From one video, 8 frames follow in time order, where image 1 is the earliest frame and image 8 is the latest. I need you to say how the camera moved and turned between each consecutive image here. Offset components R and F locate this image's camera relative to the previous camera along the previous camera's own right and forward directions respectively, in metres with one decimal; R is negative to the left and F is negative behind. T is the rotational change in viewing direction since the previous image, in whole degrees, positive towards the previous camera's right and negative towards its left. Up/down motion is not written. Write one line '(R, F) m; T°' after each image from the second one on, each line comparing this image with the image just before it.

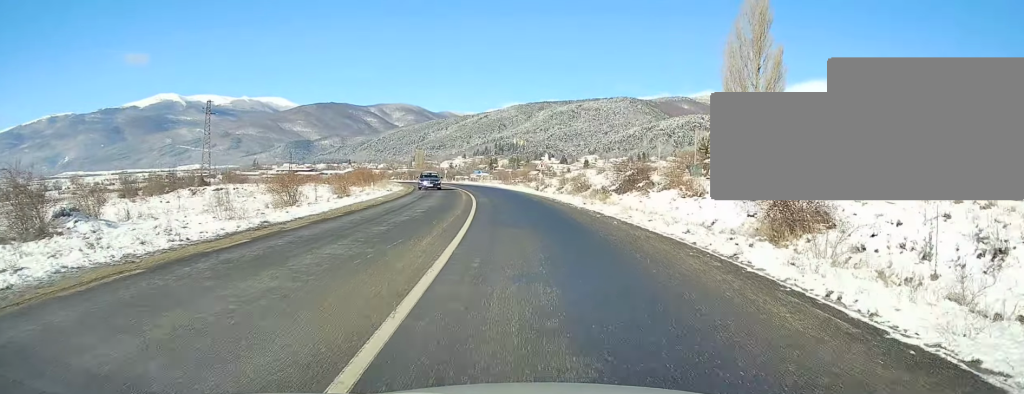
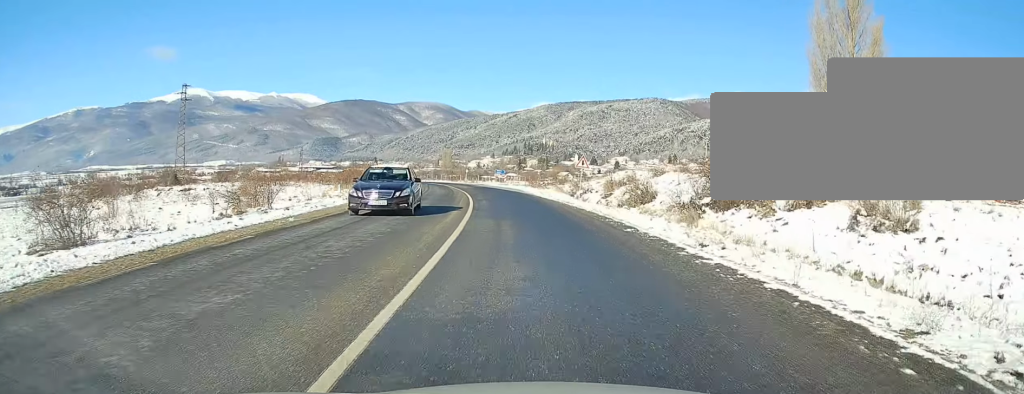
(-0.3, +15.7) m; -3°
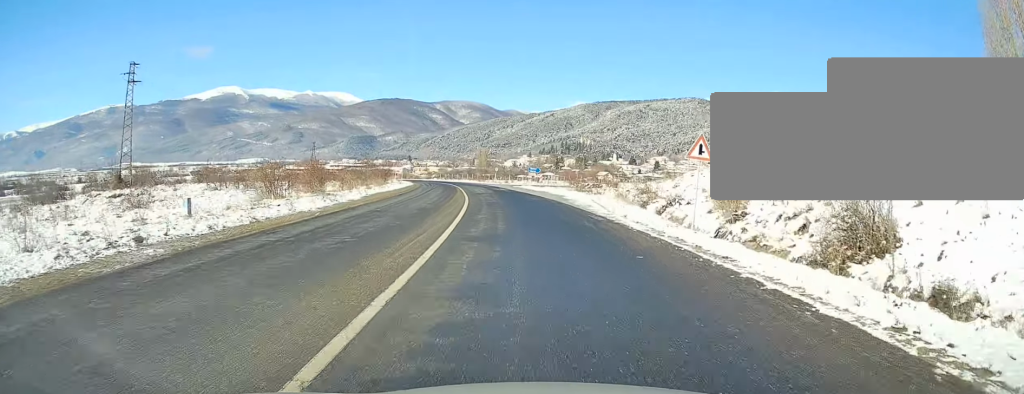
(-0.7, +19.4) m; -4°
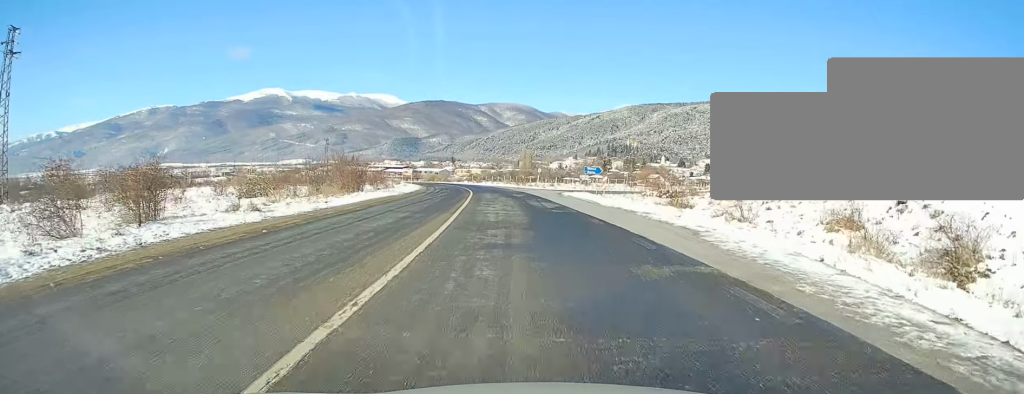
(-0.8, +24.5) m; -3°
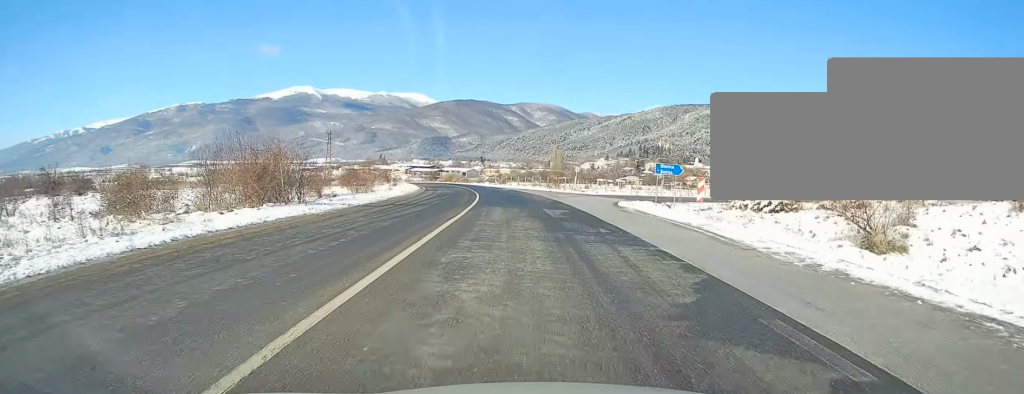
(-0.3, +19.3) m; -3°
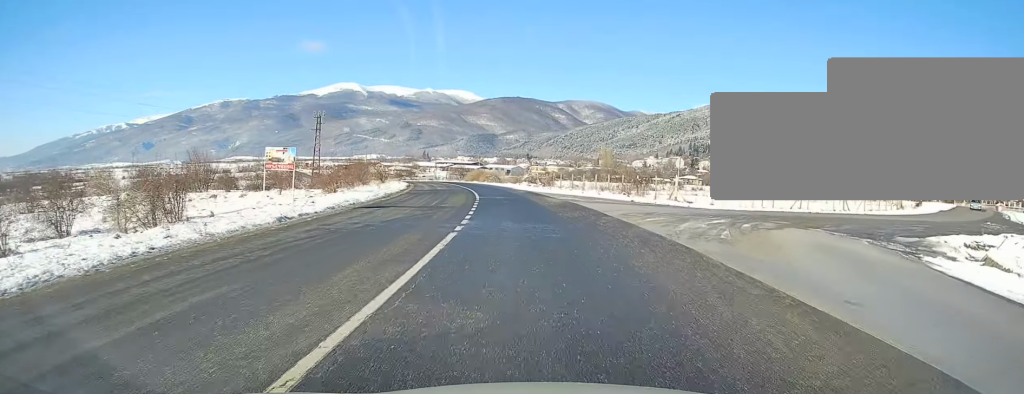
(-1.5, +31.9) m; -5°
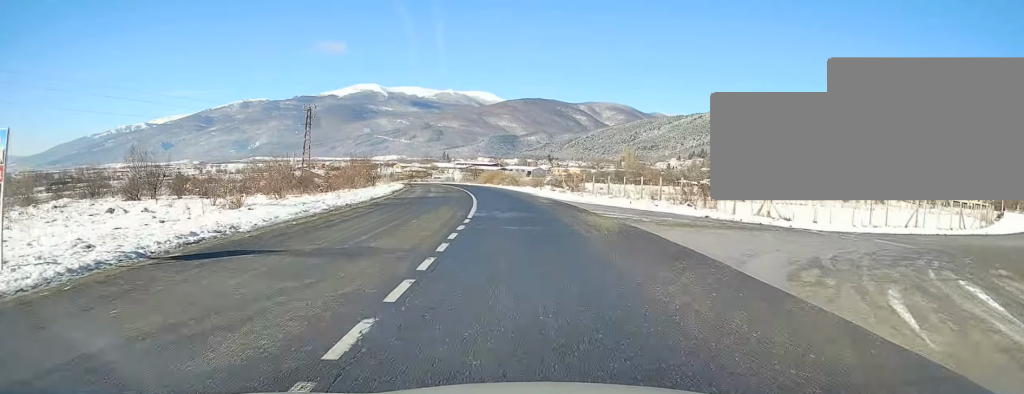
(0.0, +13.1) m; -1°
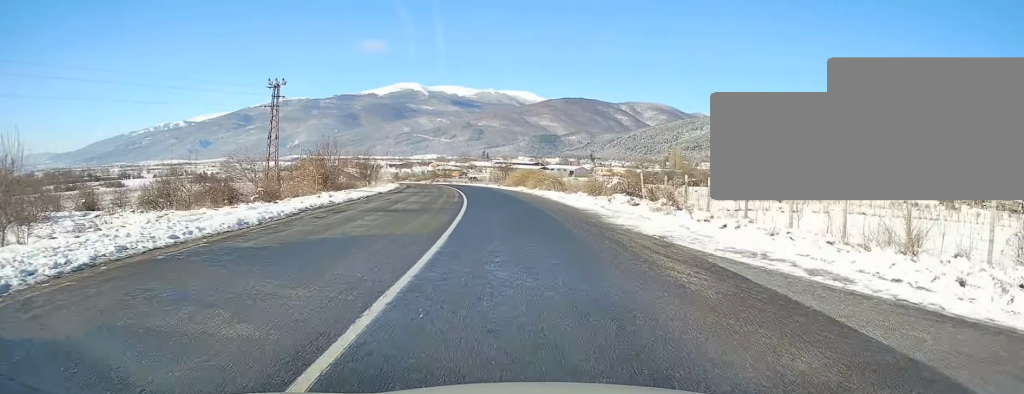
(-0.8, +23.2) m; -4°
